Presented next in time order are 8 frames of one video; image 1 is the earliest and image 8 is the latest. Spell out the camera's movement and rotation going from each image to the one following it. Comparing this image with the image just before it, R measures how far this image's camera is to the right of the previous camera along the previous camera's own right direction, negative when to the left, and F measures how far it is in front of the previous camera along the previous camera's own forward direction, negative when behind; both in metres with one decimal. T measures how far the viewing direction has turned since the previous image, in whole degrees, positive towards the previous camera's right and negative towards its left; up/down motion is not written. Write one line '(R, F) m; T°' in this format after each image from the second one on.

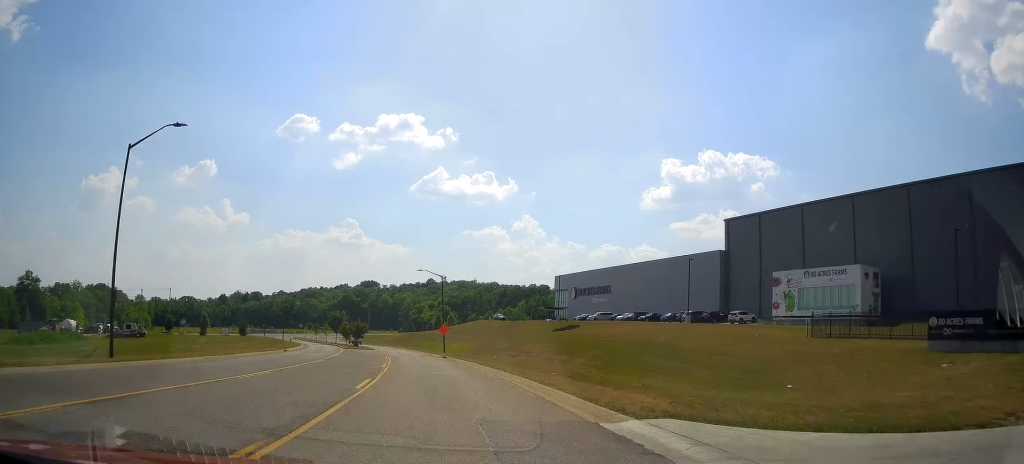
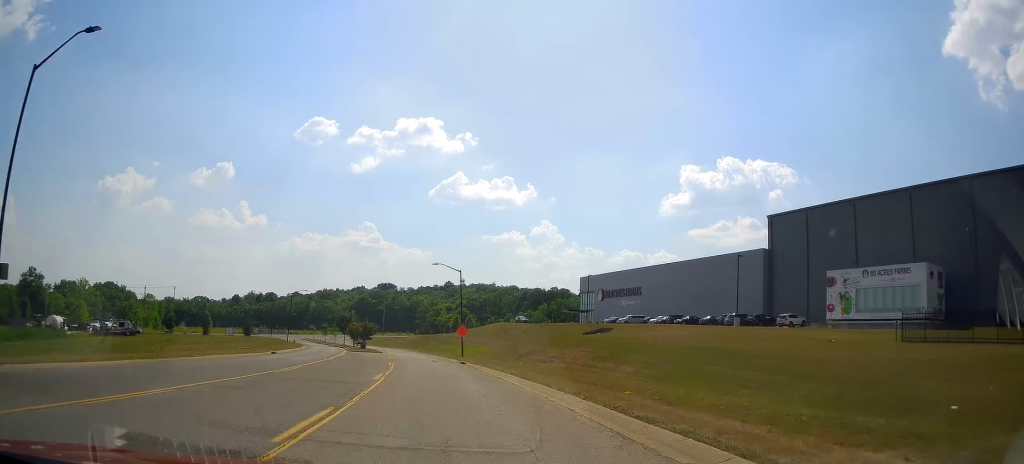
(0.0, +9.1) m; -1°
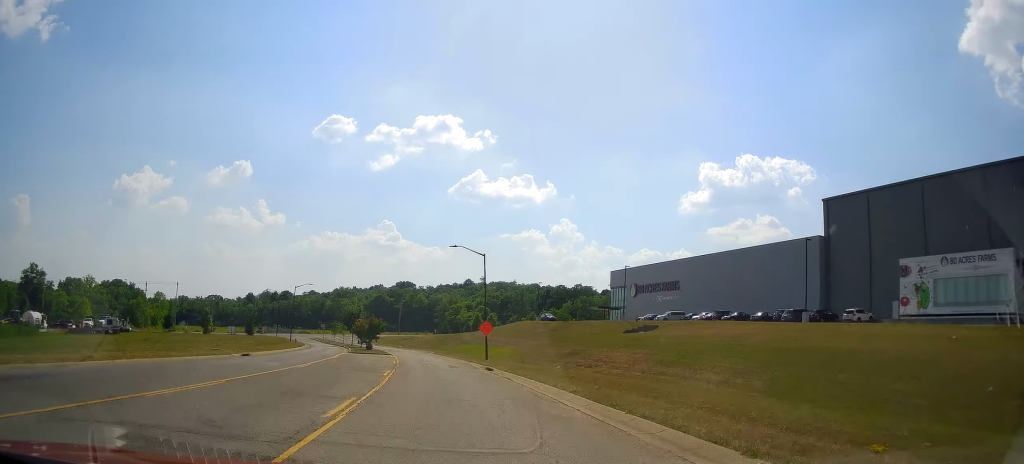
(-0.1, +10.5) m; -1°
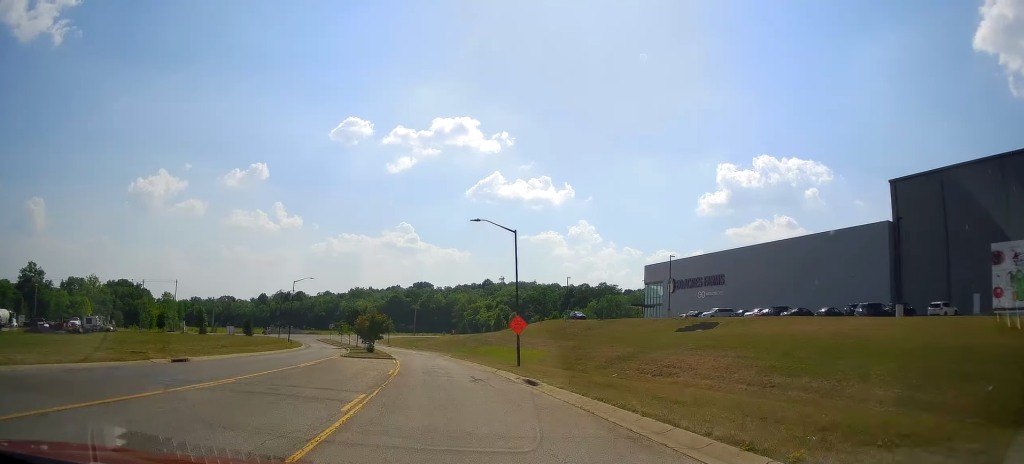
(-0.3, +11.0) m; -1°
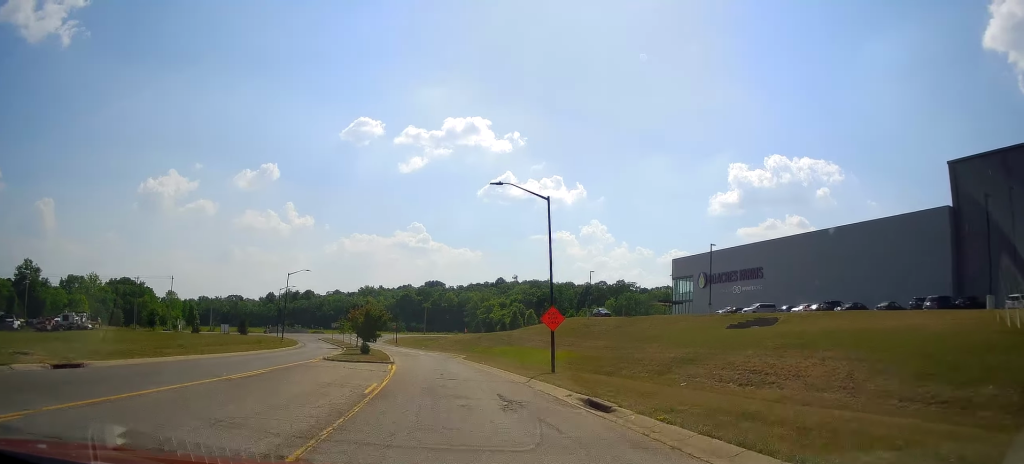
(0.0, +8.5) m; 0°
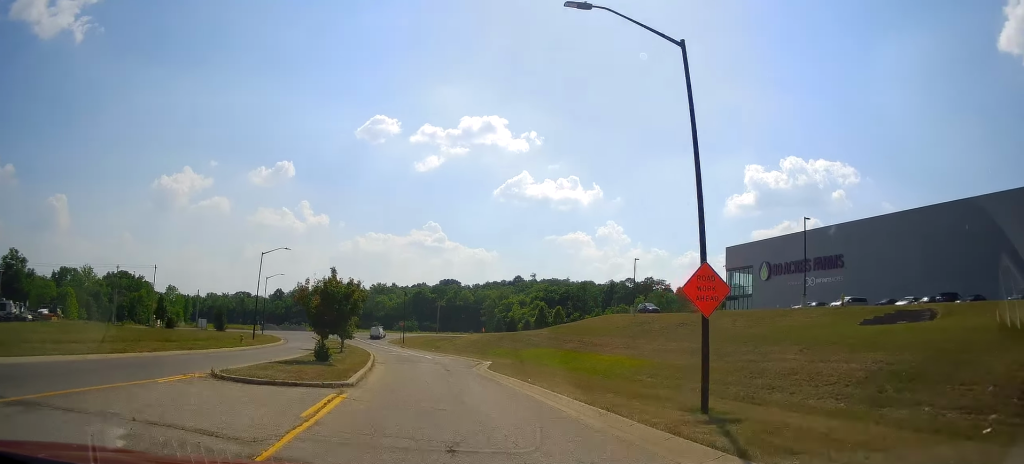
(0.0, +15.6) m; 0°
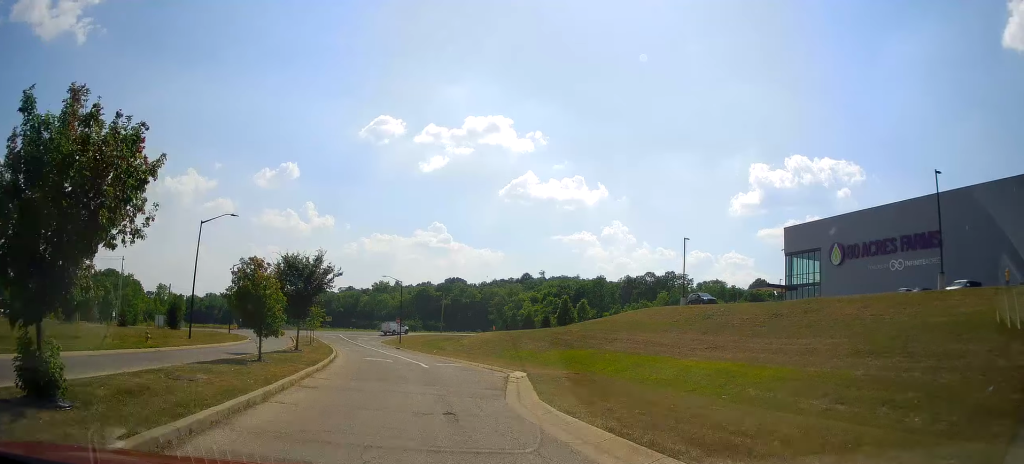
(-0.1, +15.9) m; 0°
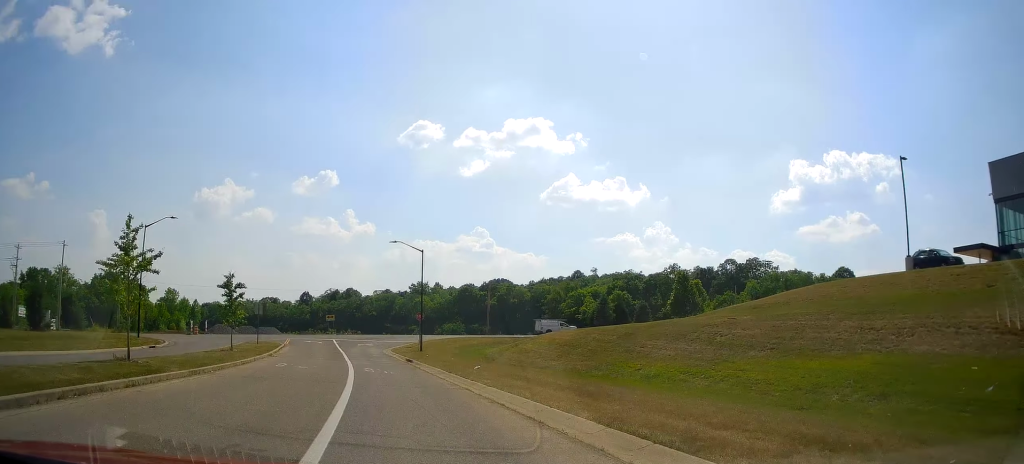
(+0.9, +32.4) m; +3°
